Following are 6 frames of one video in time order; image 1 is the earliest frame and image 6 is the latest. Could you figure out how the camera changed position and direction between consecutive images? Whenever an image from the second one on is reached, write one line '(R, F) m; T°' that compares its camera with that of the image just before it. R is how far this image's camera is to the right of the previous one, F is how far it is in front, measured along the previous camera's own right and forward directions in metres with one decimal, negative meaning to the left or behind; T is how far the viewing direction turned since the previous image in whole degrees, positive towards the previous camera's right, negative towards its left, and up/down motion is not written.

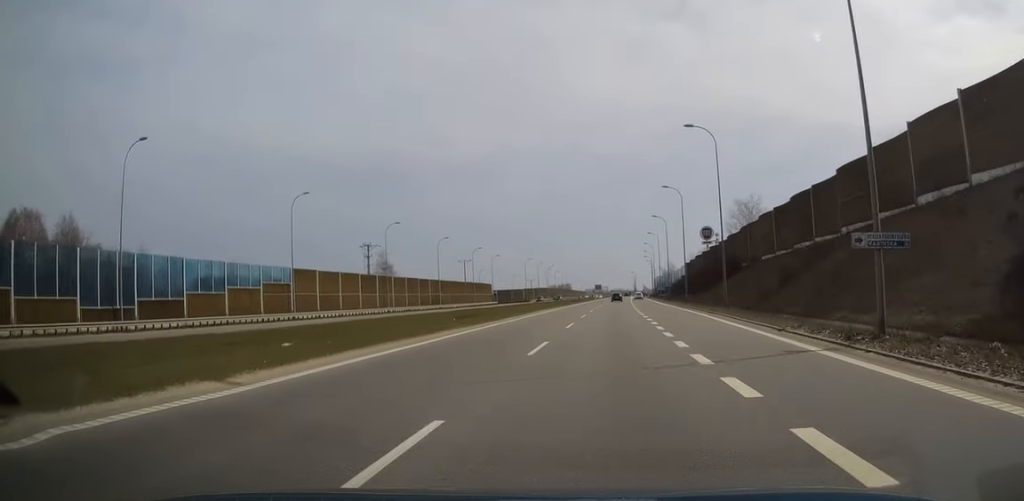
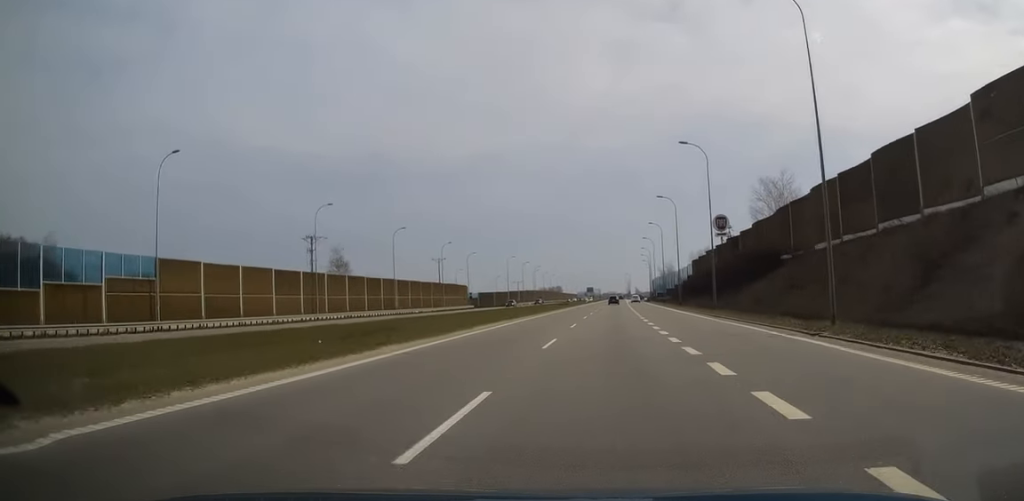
(-0.3, +21.6) m; +1°
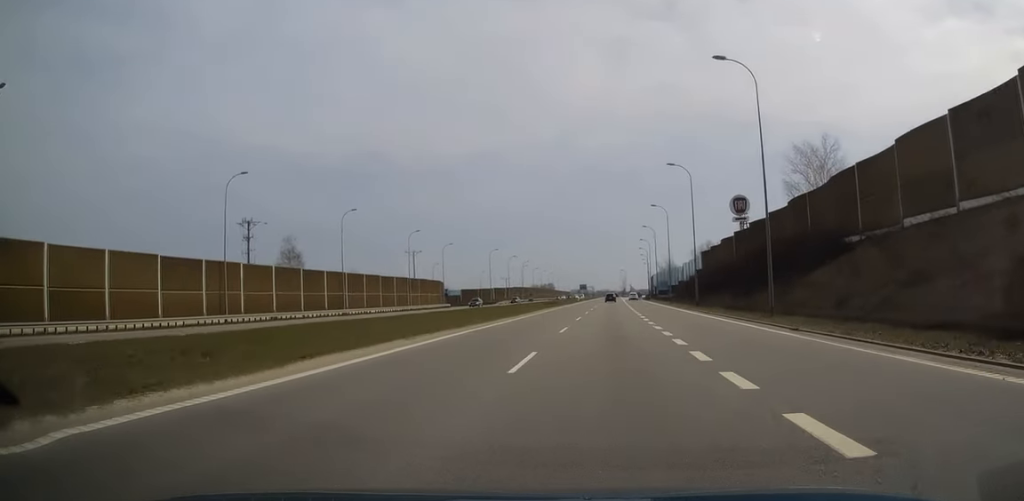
(+0.3, +17.8) m; +1°
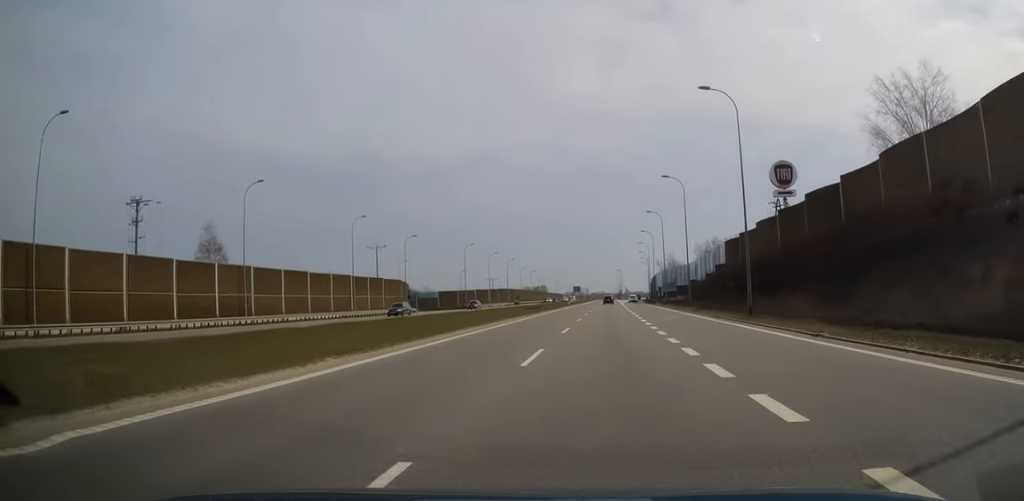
(+0.2, +22.4) m; 0°
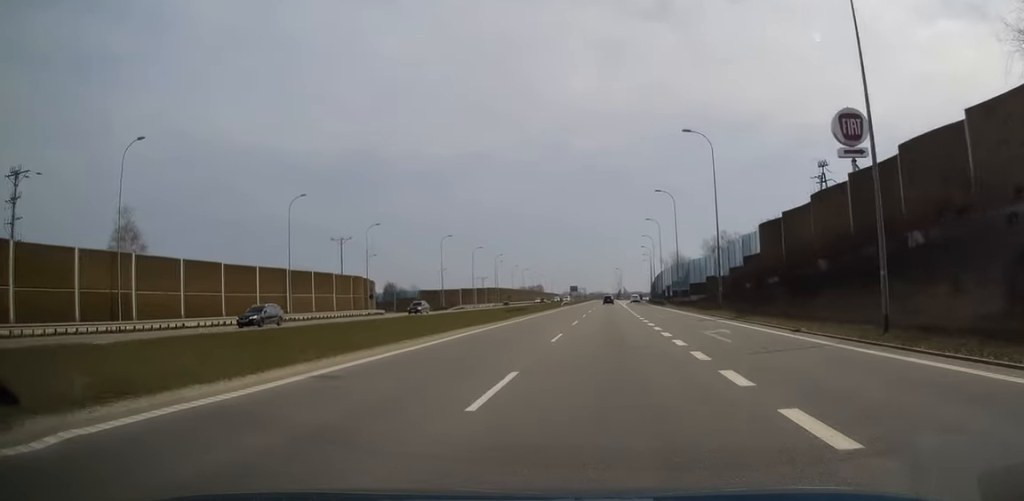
(-0.3, +17.5) m; 0°
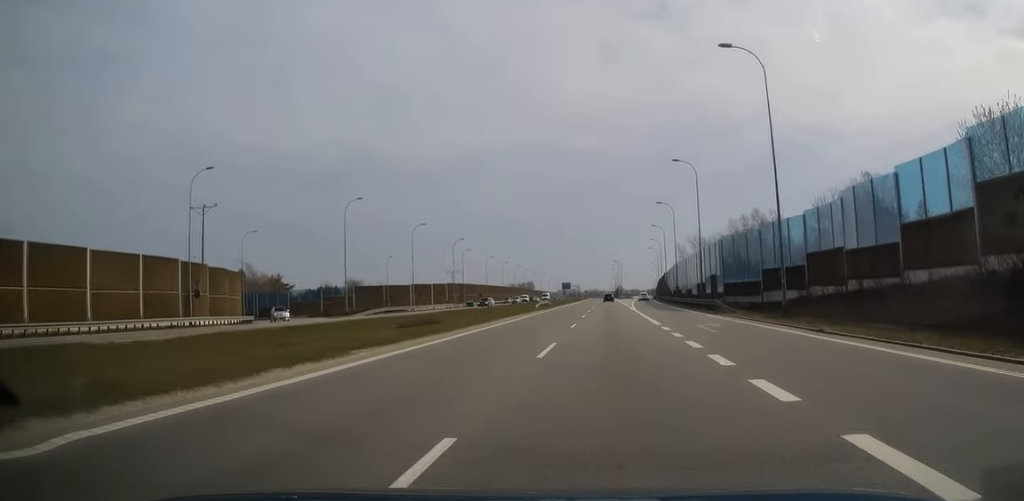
(+0.6, +41.8) m; +1°
